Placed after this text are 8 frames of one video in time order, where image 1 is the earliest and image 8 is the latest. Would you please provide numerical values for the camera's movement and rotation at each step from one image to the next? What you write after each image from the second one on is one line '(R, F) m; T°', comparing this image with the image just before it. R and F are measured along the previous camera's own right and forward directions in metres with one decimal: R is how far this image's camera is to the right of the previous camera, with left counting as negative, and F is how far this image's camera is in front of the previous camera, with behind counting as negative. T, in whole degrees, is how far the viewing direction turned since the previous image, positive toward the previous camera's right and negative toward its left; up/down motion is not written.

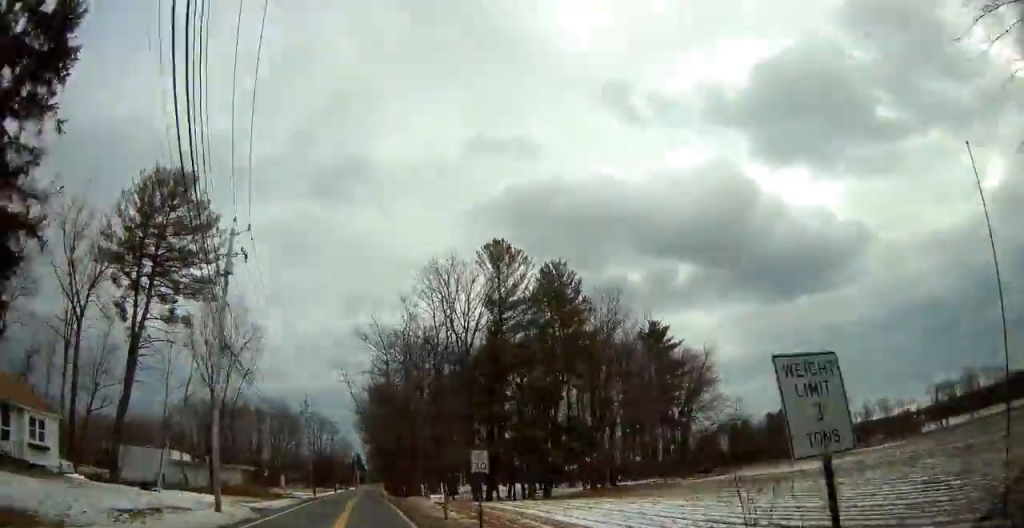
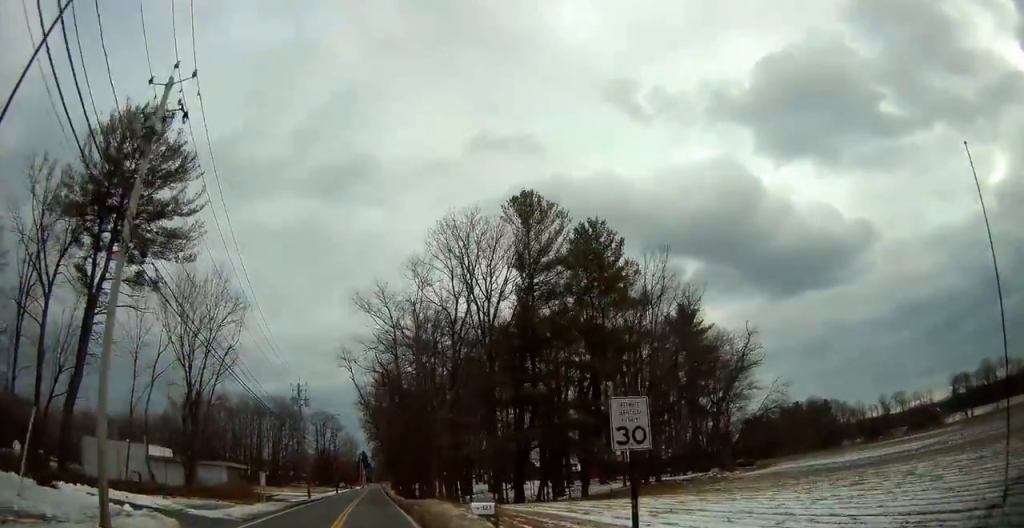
(0.0, +9.5) m; 0°
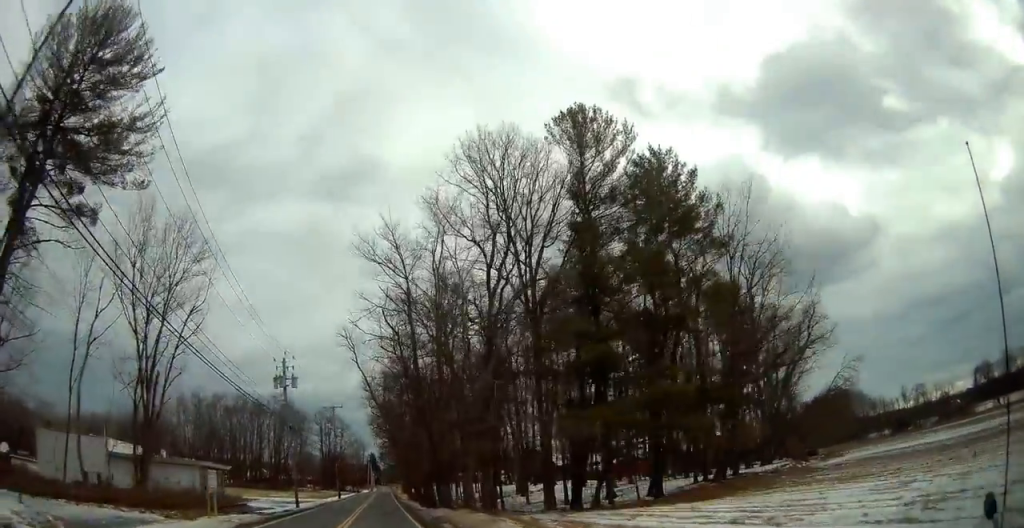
(+0.1, +12.0) m; -1°
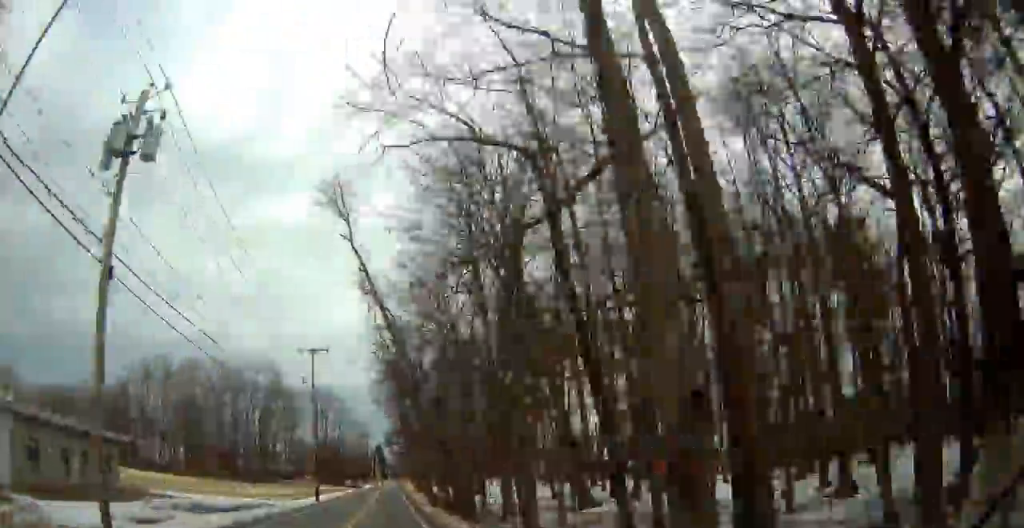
(-0.6, +29.0) m; 0°
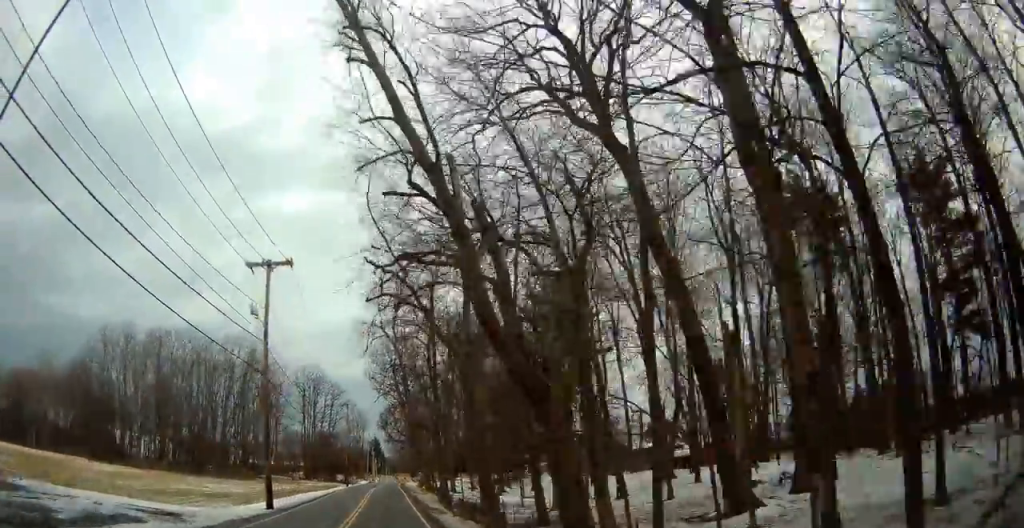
(+0.1, +17.3) m; 0°
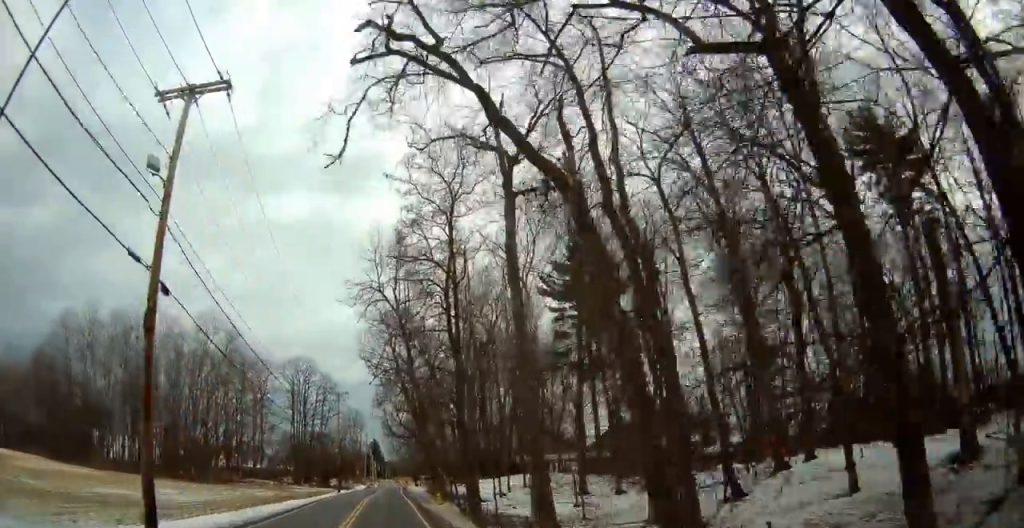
(0.0, +14.1) m; 0°
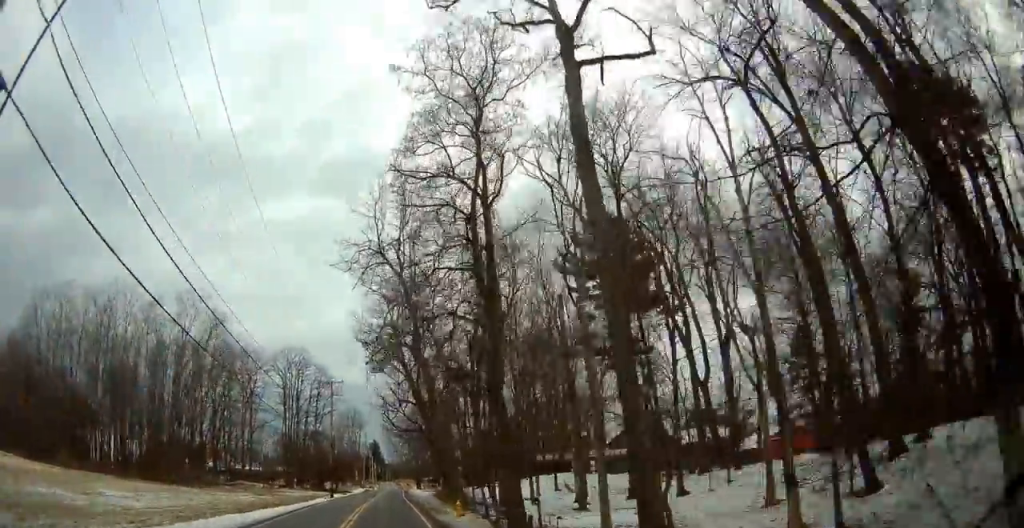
(0.0, +9.1) m; 0°
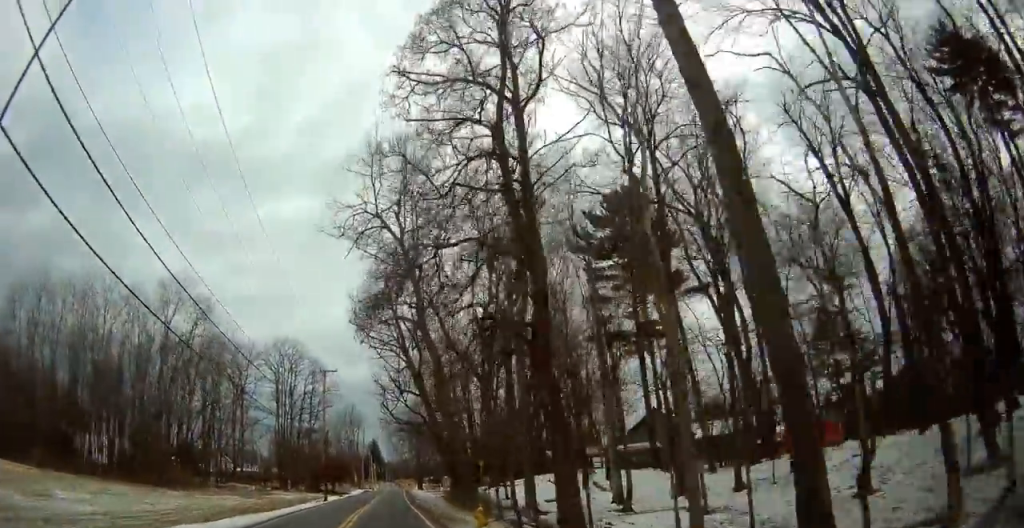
(0.0, +5.9) m; 0°
